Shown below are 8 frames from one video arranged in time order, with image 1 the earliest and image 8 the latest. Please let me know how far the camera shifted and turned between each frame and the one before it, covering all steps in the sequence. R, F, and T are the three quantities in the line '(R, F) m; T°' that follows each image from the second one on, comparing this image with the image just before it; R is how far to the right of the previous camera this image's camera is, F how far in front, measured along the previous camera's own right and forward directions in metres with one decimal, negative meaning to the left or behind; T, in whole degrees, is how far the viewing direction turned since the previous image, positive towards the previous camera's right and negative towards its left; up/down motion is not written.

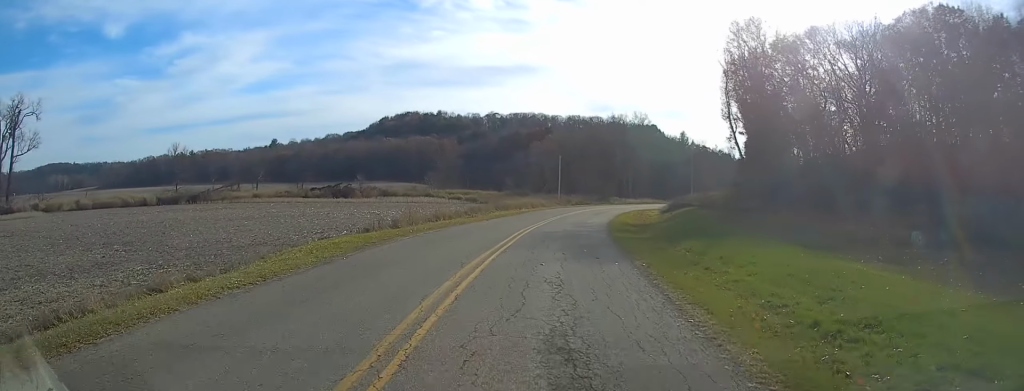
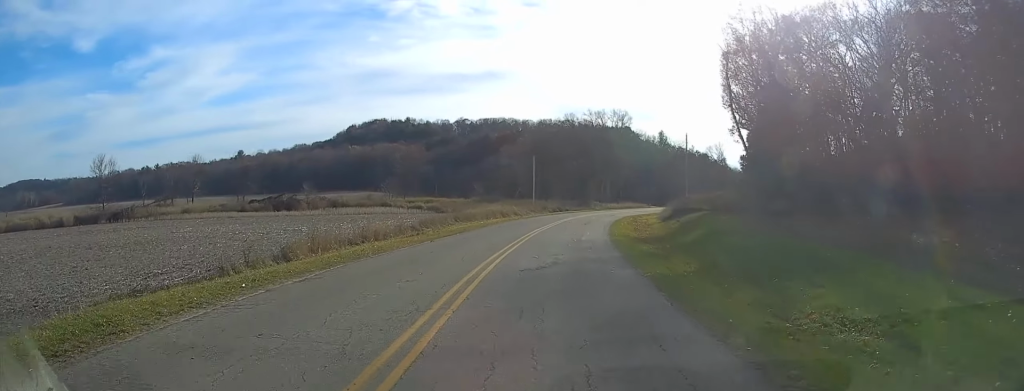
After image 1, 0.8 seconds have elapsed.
(+1.0, +12.9) m; +2°
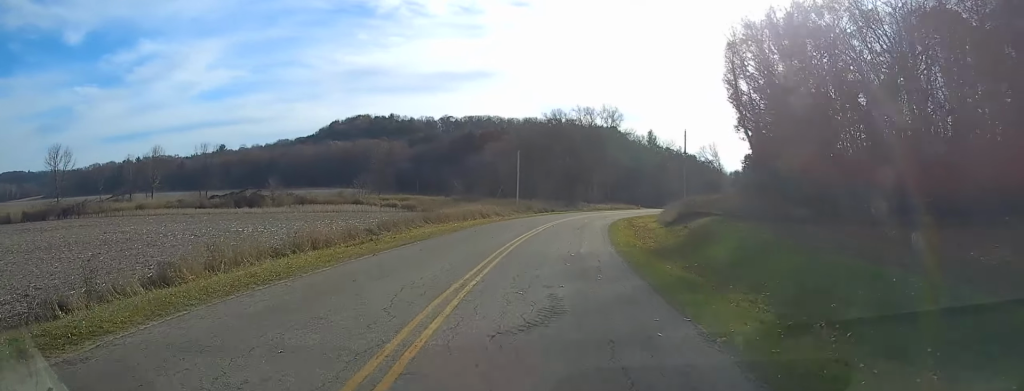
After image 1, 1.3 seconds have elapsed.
(+0.1, +7.0) m; +1°
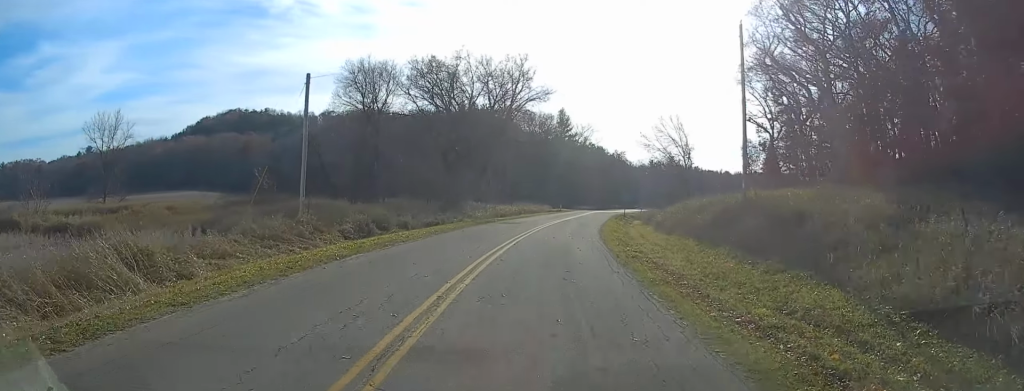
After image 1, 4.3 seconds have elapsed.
(+3.4, +48.6) m; +7°
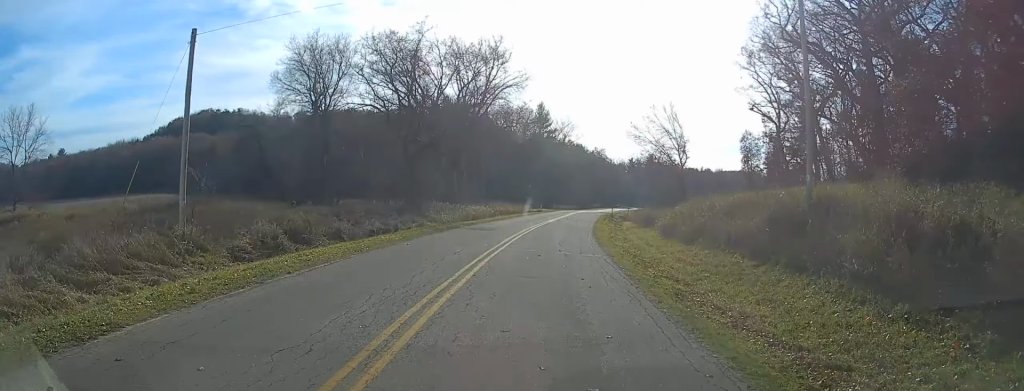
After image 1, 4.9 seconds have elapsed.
(-0.2, +9.1) m; +3°
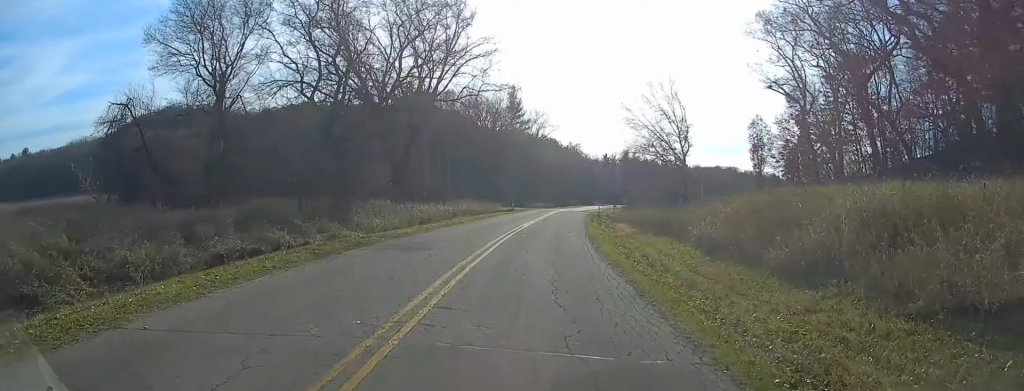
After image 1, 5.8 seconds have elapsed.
(+0.8, +13.9) m; +3°
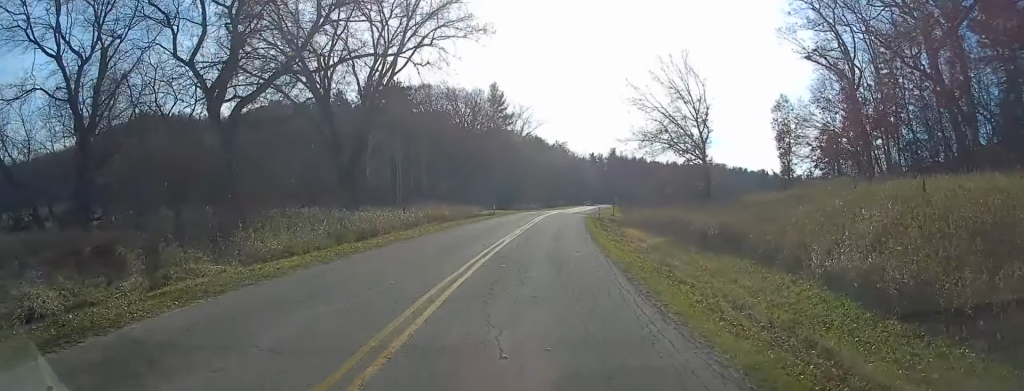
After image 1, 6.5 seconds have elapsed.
(+0.2, +12.7) m; +1°
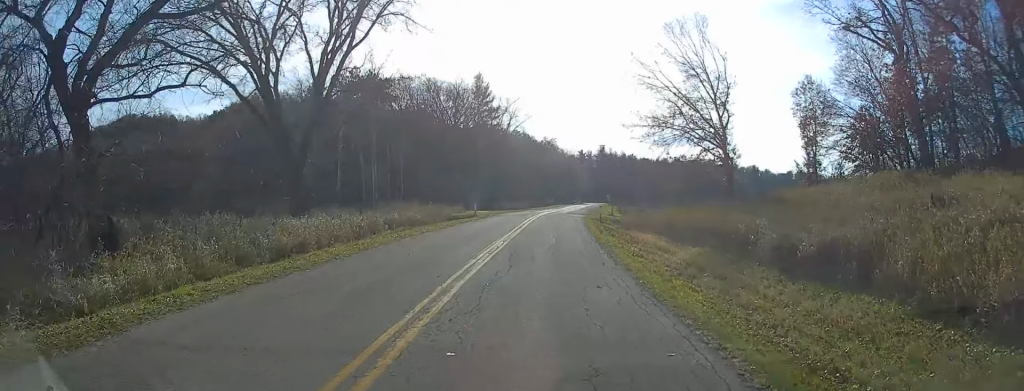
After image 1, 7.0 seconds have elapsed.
(-0.1, +8.8) m; 0°
